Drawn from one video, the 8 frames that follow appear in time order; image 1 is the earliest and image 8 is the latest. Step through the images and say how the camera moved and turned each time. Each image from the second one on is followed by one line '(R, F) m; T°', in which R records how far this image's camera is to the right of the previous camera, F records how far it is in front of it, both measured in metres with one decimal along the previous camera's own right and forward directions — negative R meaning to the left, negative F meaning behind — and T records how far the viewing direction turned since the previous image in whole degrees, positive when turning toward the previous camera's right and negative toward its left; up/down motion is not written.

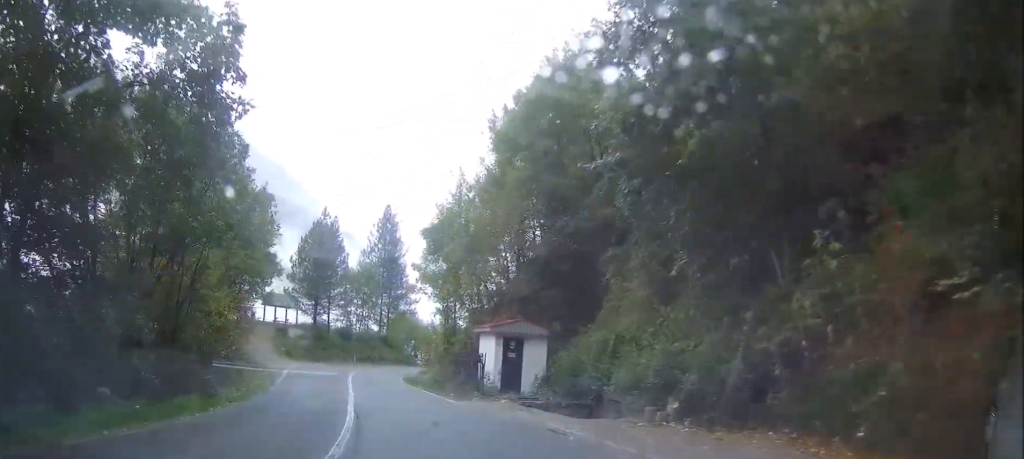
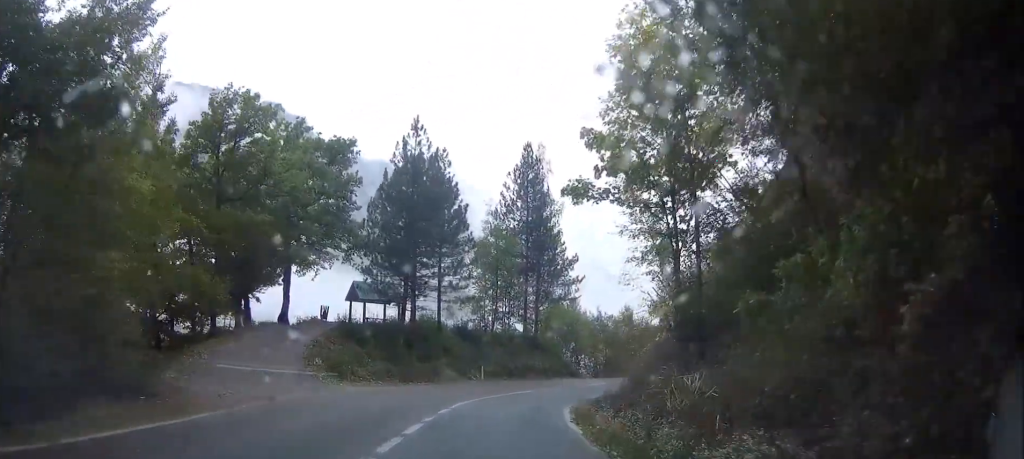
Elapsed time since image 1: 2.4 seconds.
(-3.9, +26.1) m; -13°
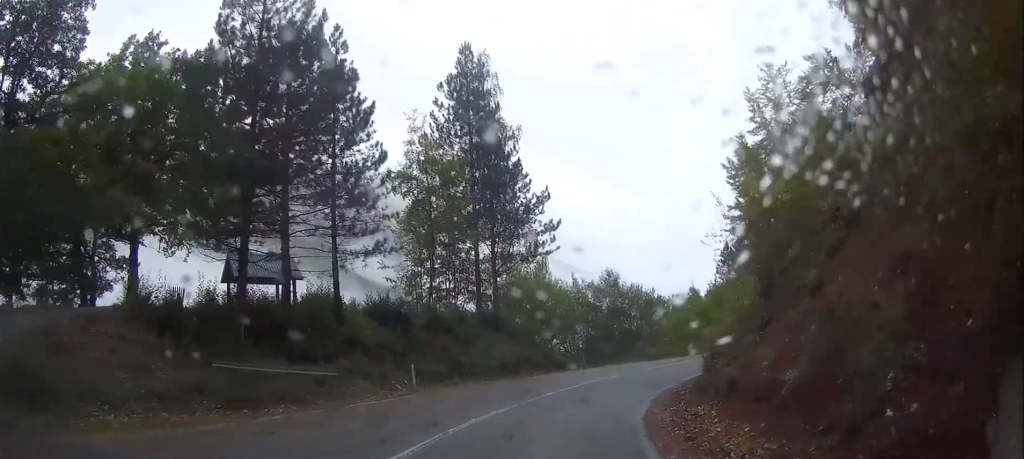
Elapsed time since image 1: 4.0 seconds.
(+0.7, +17.0) m; +9°
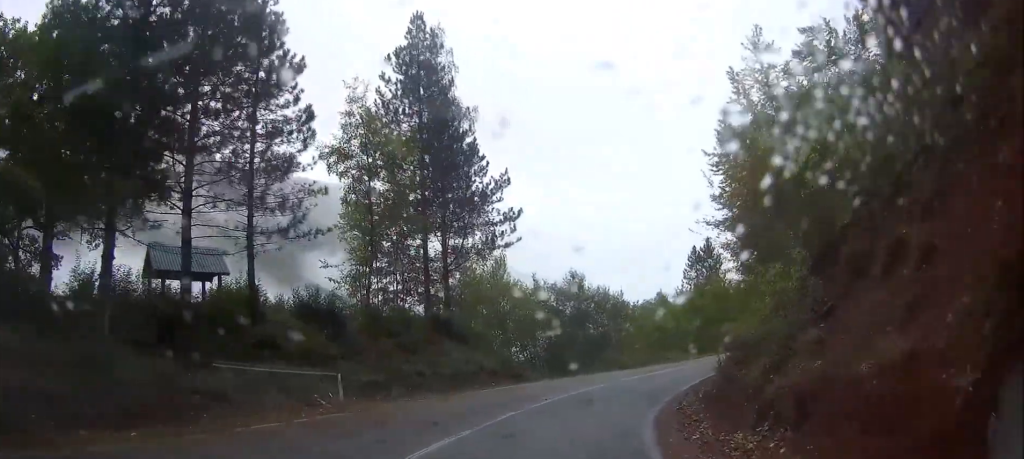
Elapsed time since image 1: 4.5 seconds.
(0.0, +4.8) m; +4°
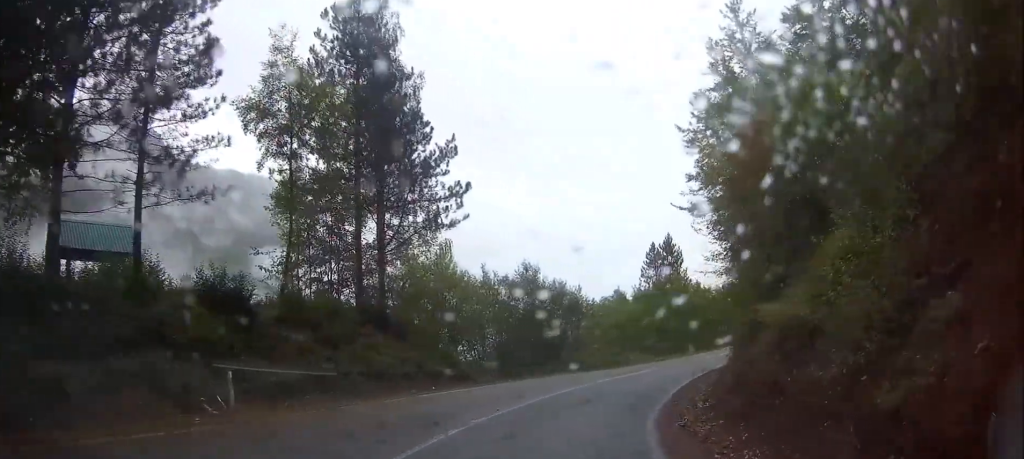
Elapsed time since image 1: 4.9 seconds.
(+0.3, +4.4) m; +4°
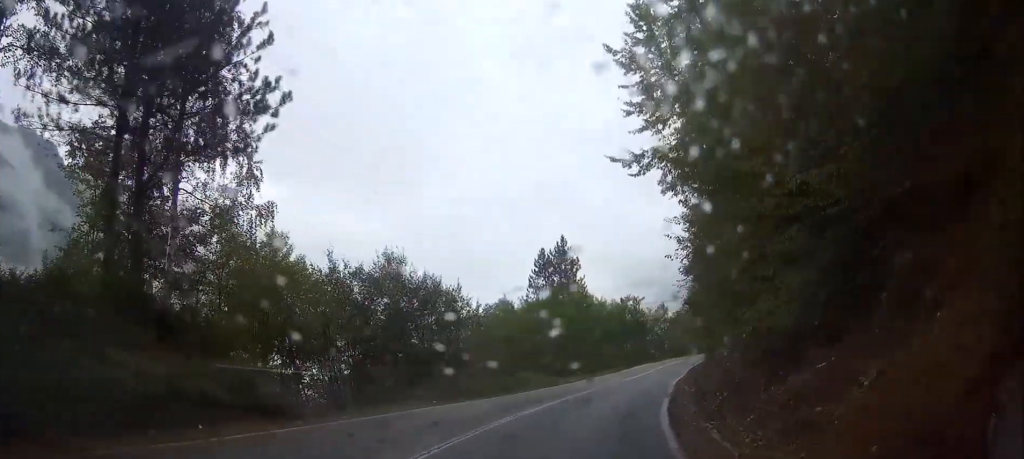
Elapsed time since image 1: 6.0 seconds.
(+0.9, +11.2) m; +10°
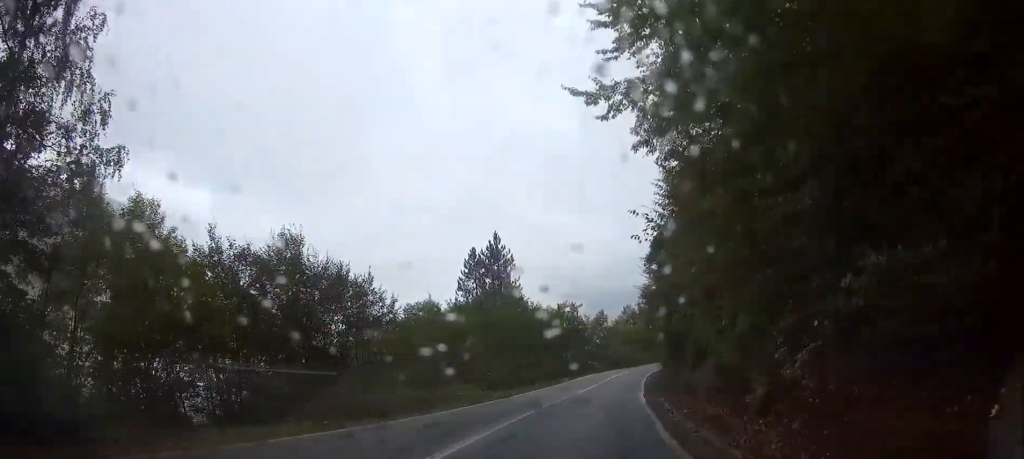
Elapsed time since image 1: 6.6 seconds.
(+0.2, +6.6) m; +6°
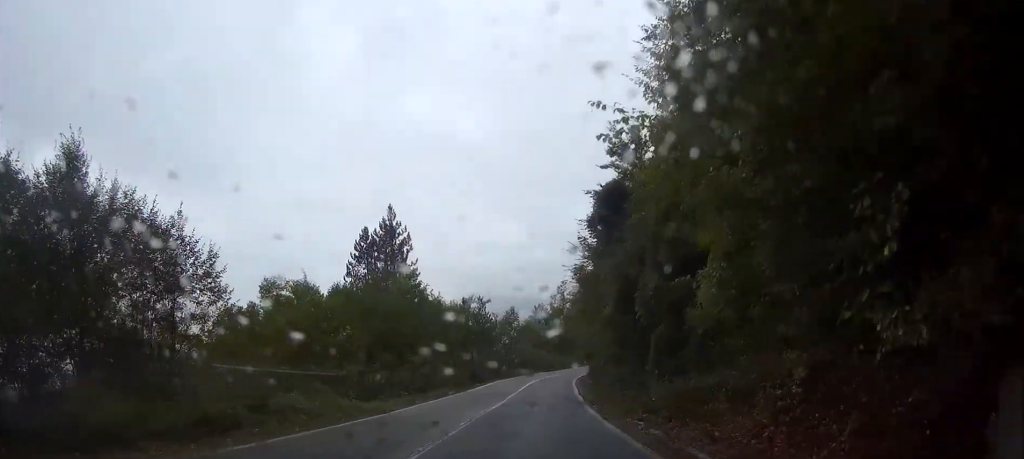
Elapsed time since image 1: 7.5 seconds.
(+0.9, +10.5) m; +6°
